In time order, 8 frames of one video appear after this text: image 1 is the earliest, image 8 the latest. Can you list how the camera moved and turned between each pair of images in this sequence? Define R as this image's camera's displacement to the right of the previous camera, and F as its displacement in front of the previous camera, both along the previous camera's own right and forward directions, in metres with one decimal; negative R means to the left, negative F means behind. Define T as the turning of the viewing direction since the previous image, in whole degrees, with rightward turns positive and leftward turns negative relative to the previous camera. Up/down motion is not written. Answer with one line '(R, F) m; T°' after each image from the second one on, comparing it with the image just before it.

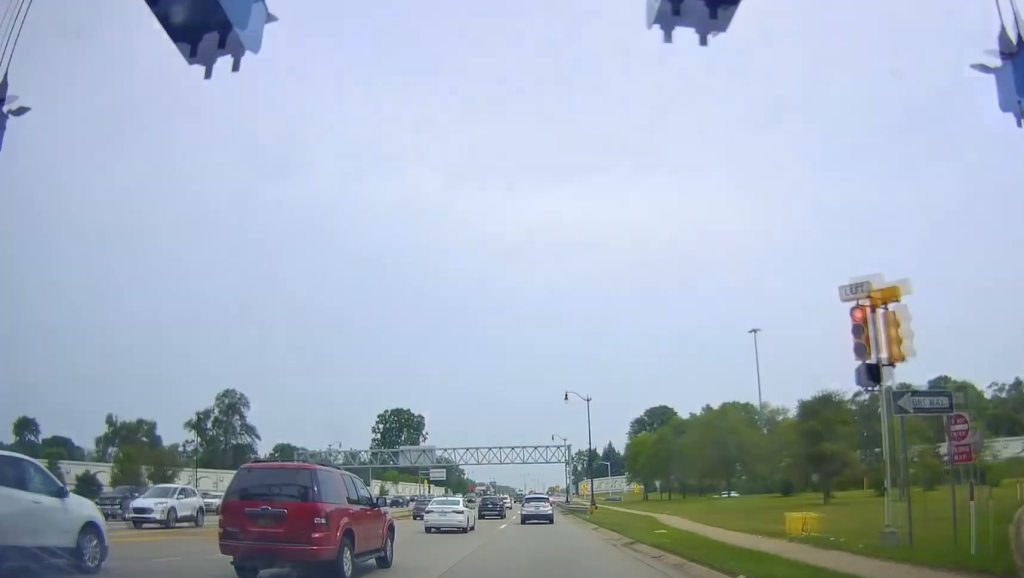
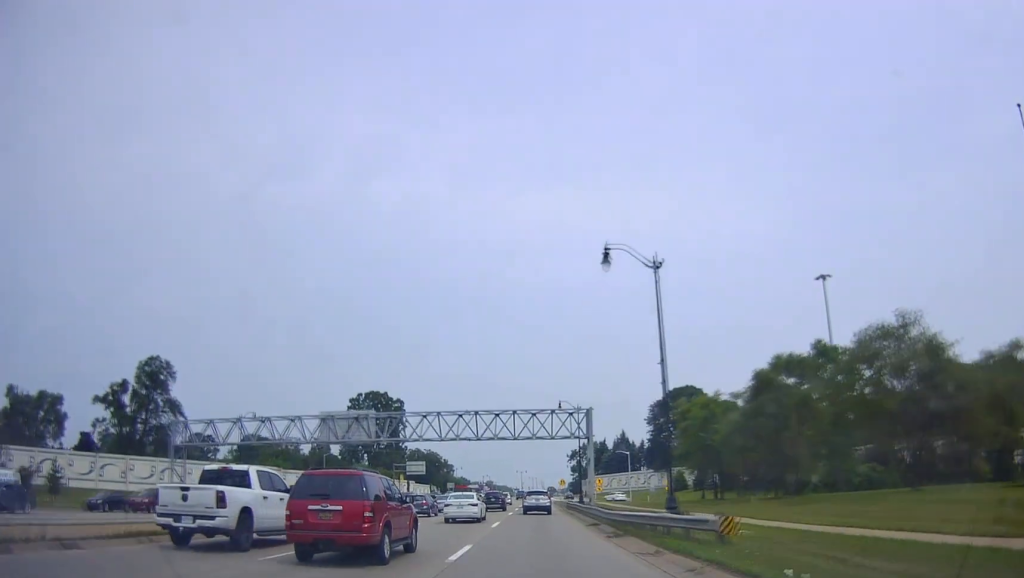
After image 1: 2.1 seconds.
(+0.8, +29.4) m; +1°
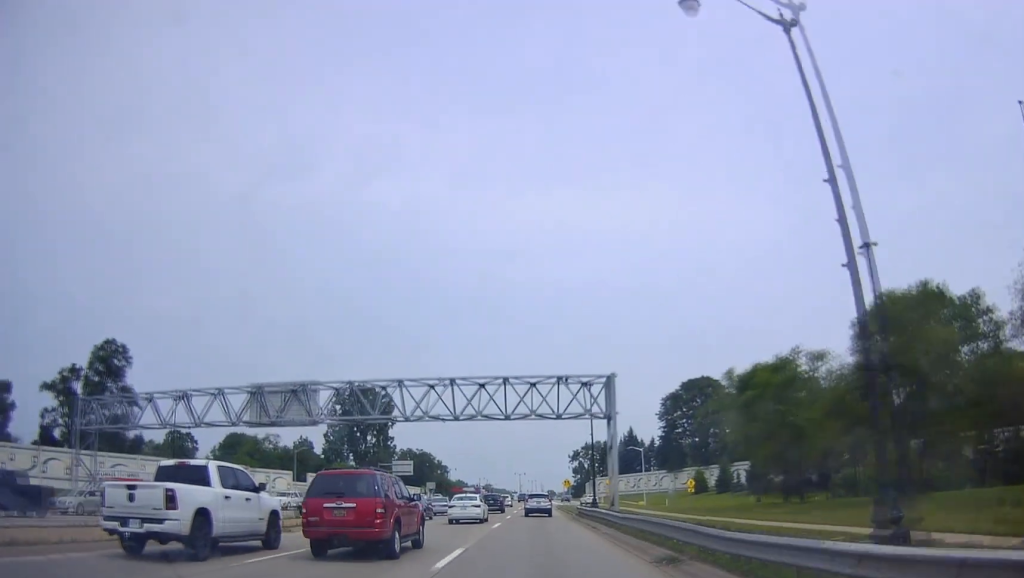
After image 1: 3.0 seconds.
(-0.3, +15.9) m; -1°
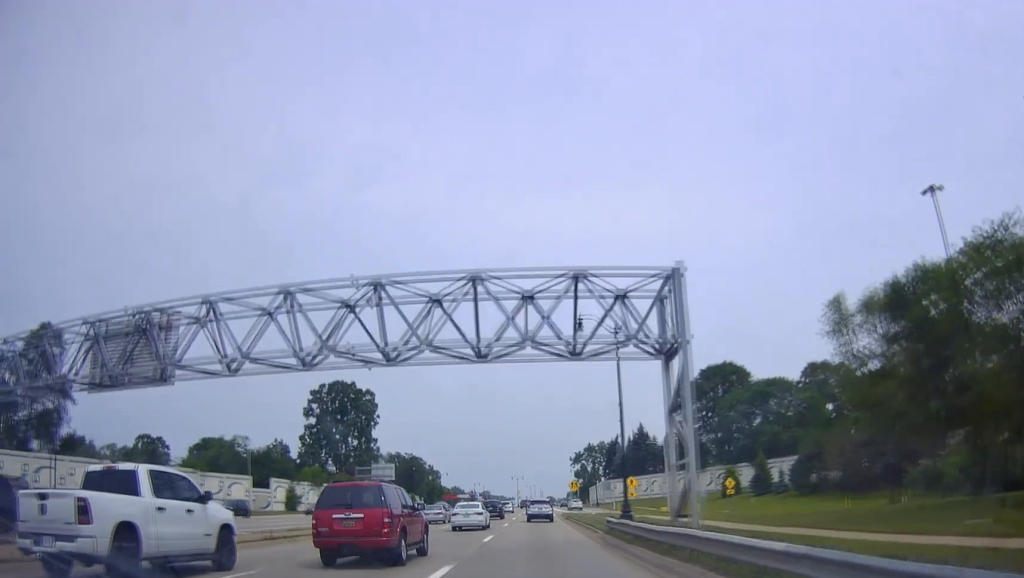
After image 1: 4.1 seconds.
(0.0, +19.5) m; 0°
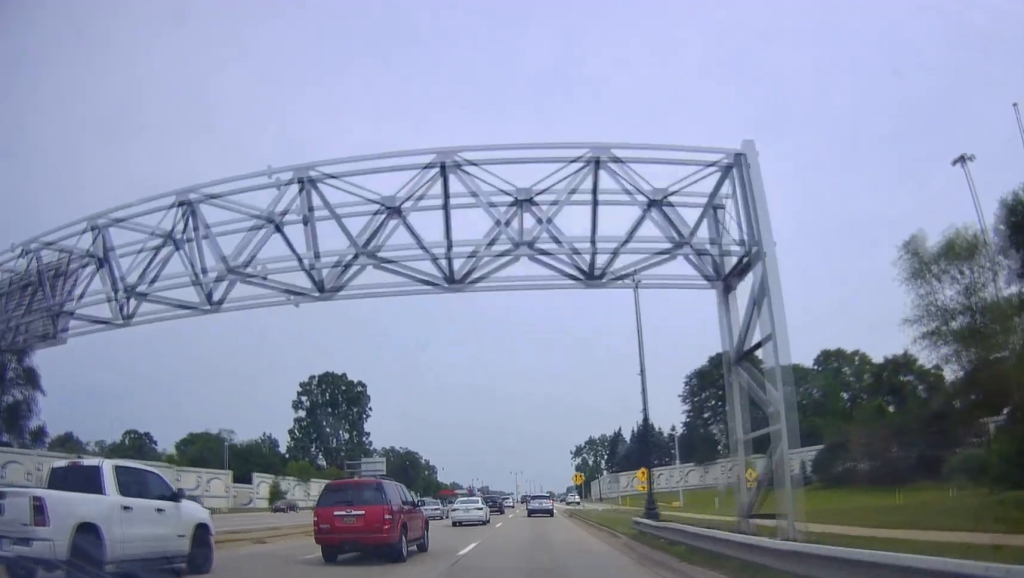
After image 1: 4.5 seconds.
(0.0, +7.7) m; 0°
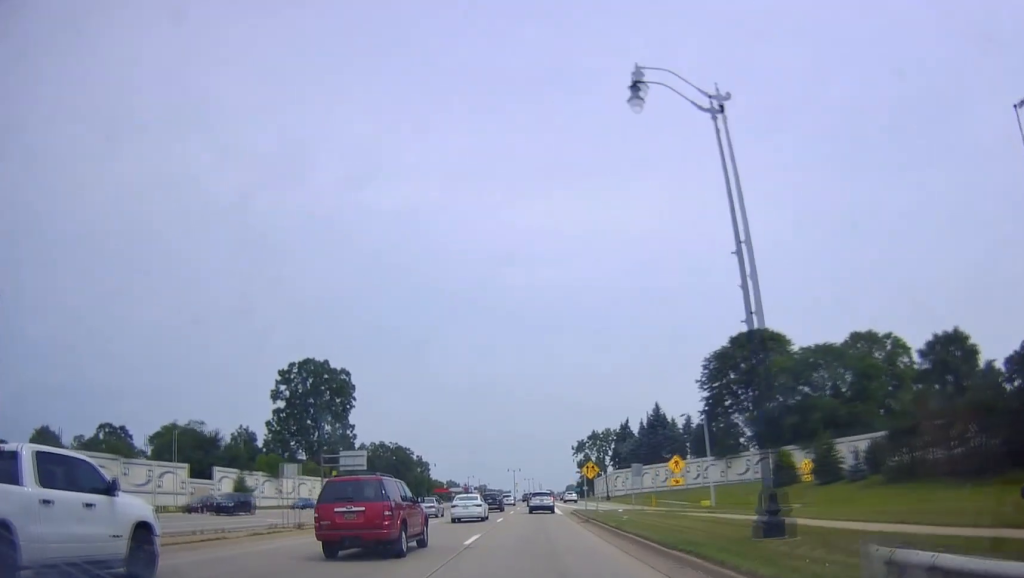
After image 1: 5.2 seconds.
(0.0, +14.2) m; 0°
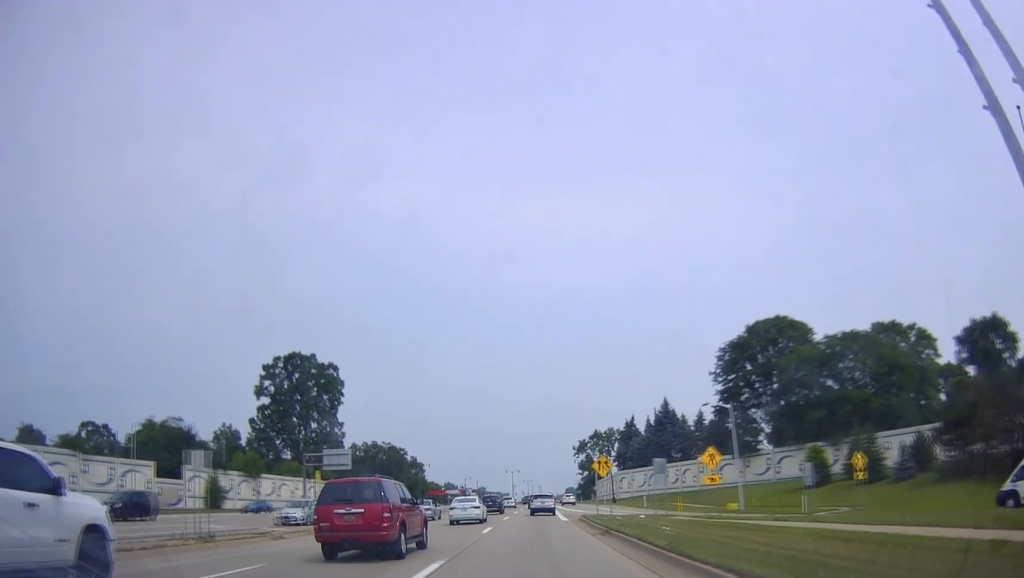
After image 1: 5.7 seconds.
(0.0, +9.2) m; 0°
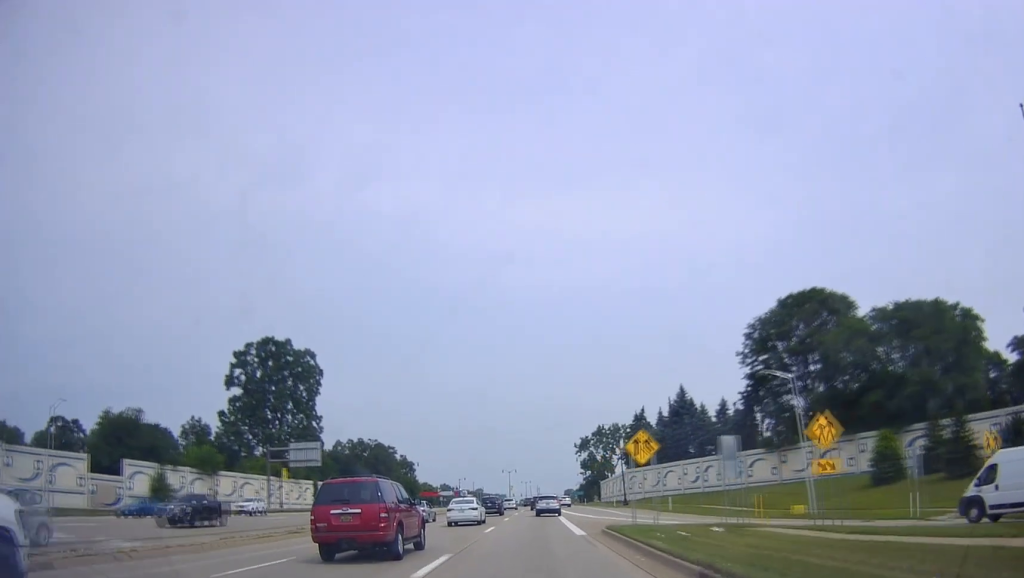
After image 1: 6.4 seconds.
(0.0, +14.5) m; 0°
